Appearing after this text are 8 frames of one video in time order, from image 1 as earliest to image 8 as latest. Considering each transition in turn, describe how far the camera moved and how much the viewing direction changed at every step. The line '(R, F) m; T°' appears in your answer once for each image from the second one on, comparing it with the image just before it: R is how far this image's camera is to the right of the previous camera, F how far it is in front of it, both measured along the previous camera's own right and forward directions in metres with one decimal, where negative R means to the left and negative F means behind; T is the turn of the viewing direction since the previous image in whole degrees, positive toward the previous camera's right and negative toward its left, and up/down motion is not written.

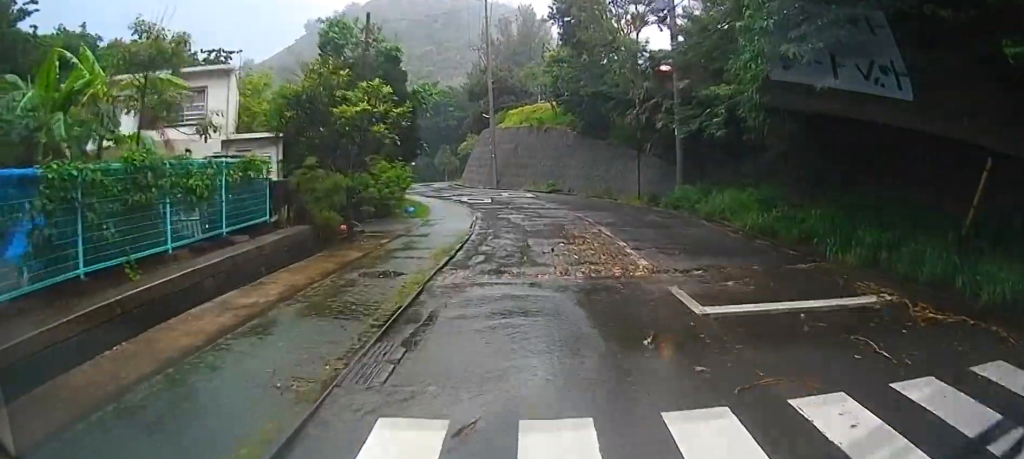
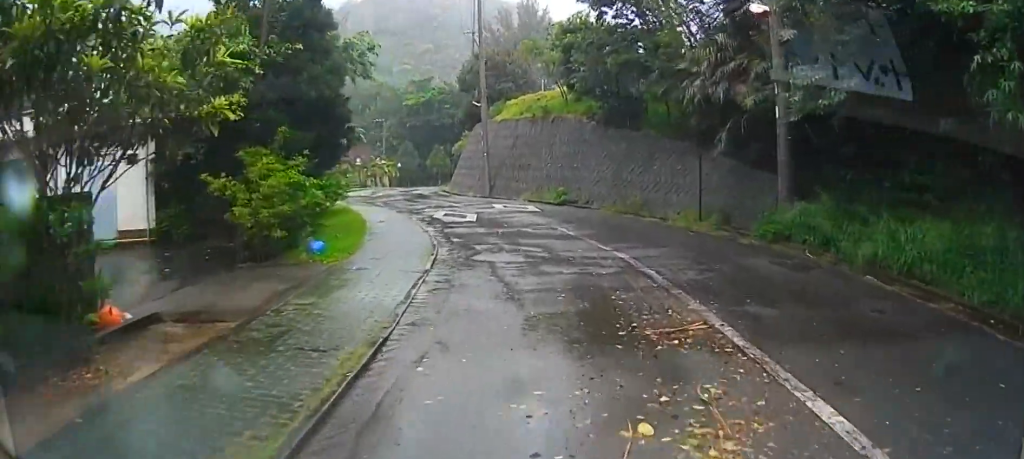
(+0.1, +8.7) m; +1°
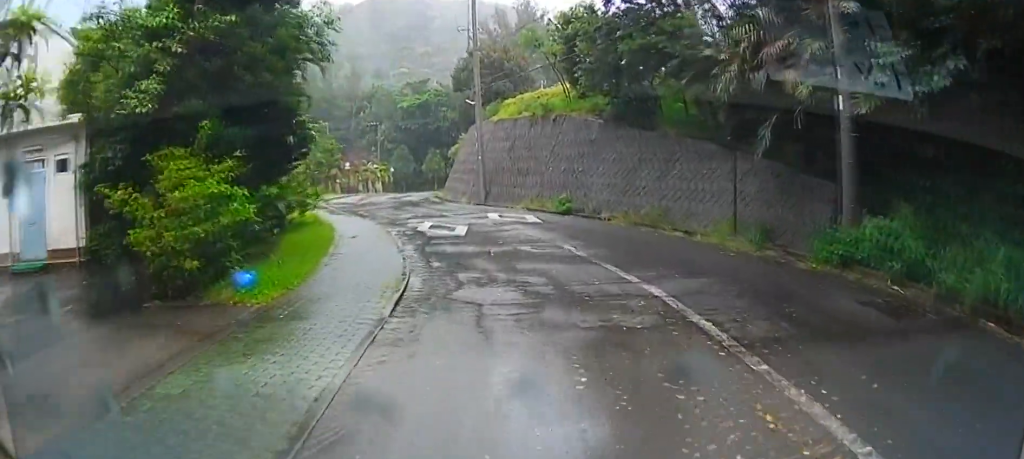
(0.0, +3.0) m; -1°
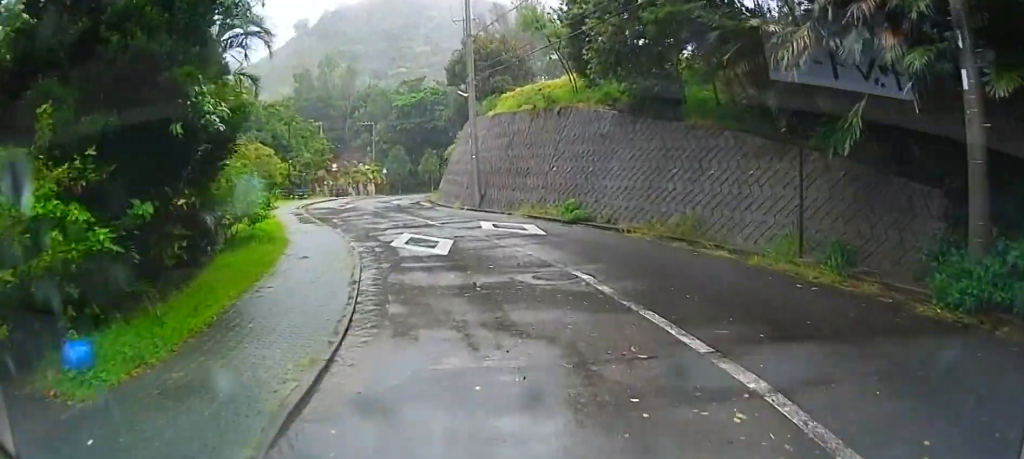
(0.0, +3.6) m; -2°
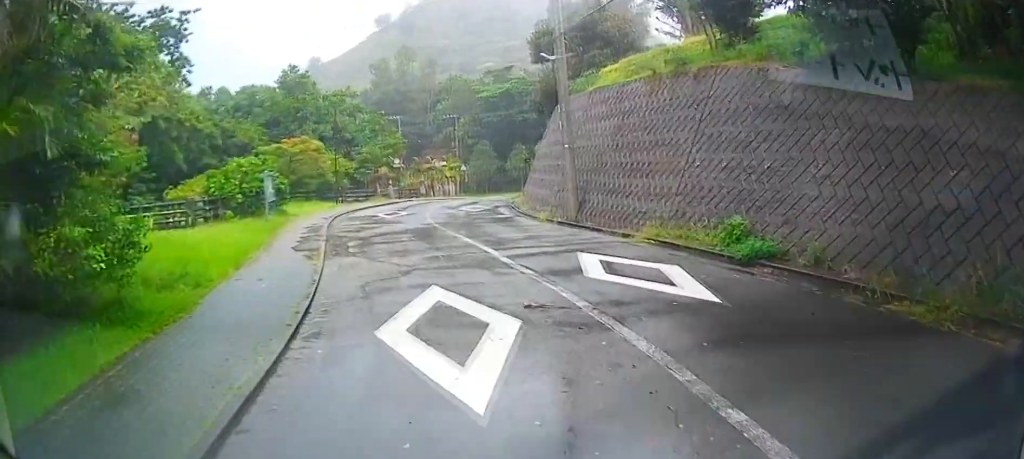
(-1.3, +8.7) m; -14°
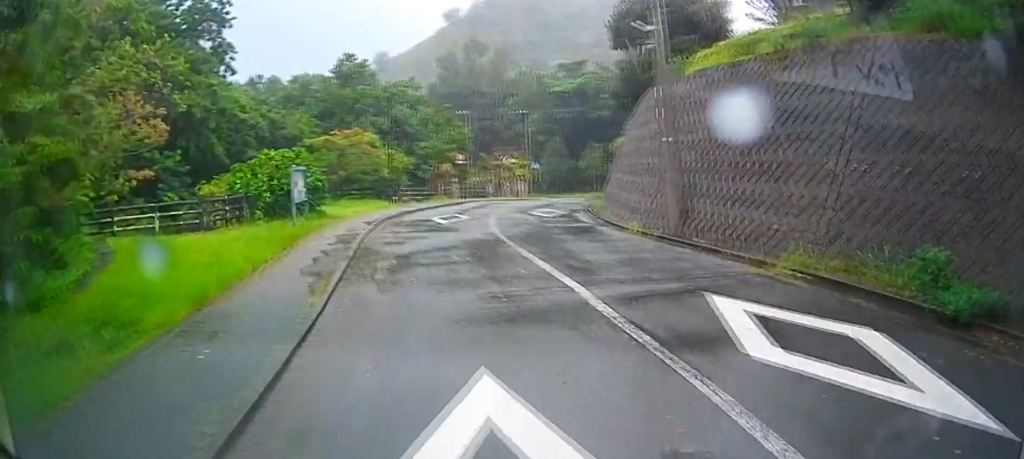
(-0.3, +4.2) m; -1°
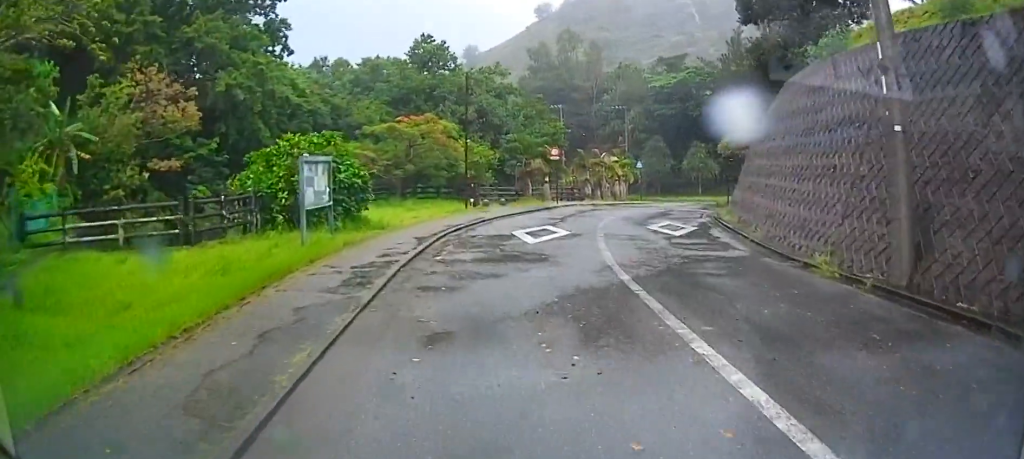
(+0.4, +6.3) m; +4°
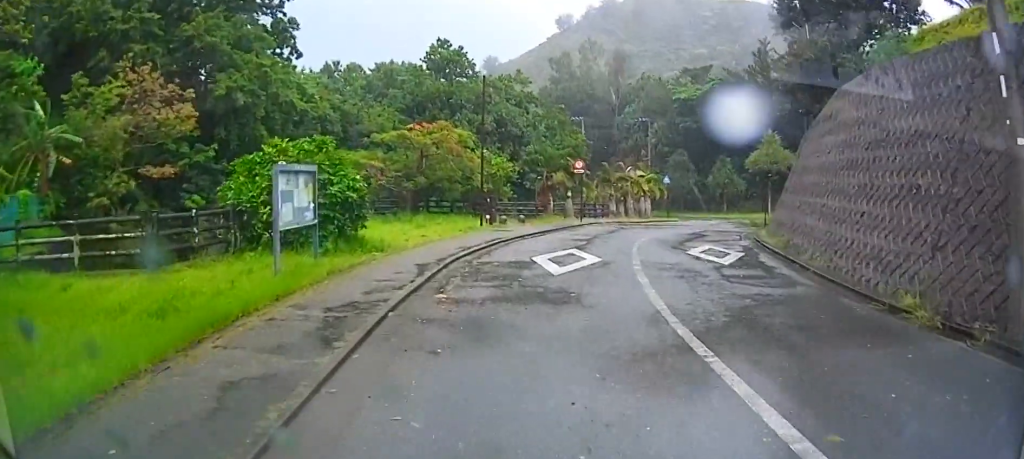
(-0.1, +2.4) m; +2°
